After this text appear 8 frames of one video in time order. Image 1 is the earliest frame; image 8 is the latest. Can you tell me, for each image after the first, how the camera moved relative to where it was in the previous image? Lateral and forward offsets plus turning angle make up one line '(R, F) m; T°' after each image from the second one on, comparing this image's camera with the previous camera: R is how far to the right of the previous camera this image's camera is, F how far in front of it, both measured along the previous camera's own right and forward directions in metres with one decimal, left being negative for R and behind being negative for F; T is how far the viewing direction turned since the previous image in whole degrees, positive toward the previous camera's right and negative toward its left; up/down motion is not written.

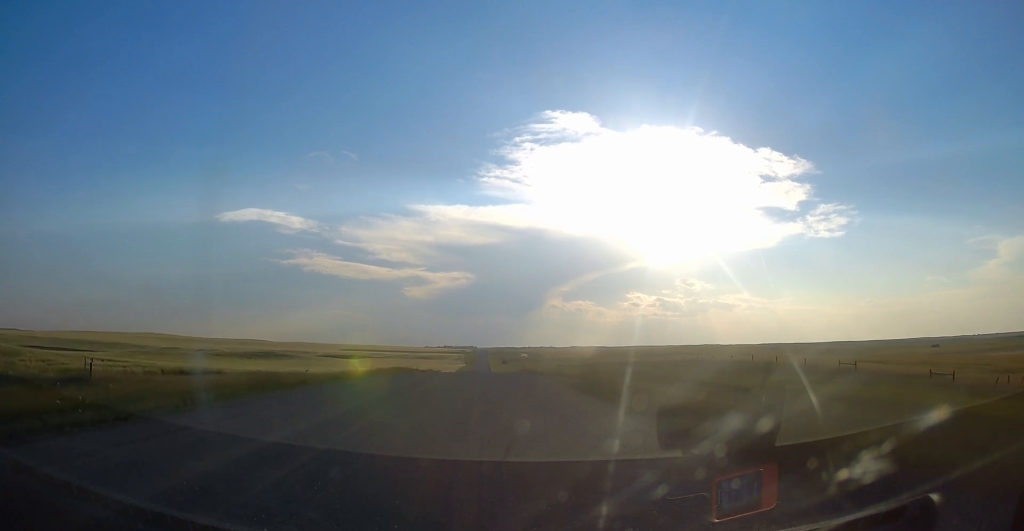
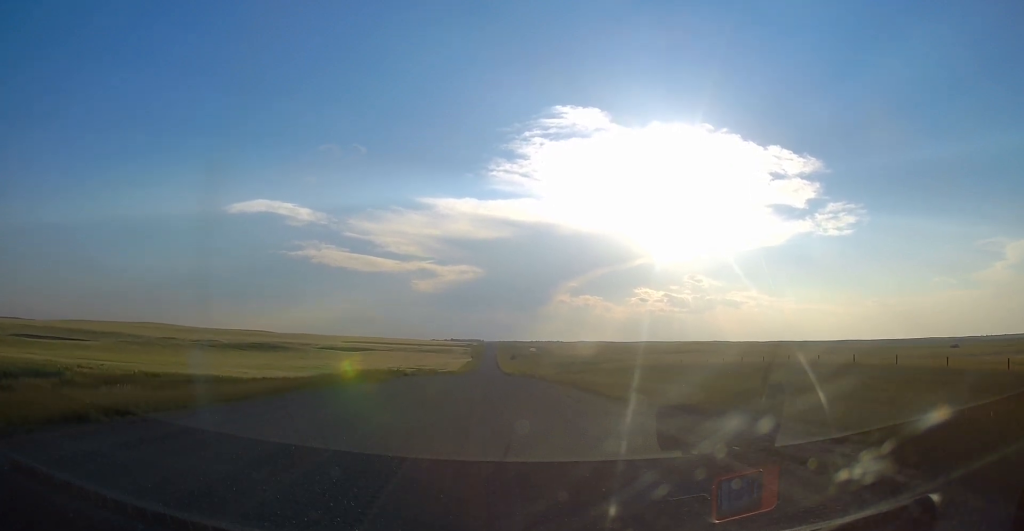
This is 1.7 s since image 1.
(0.0, +24.8) m; 0°
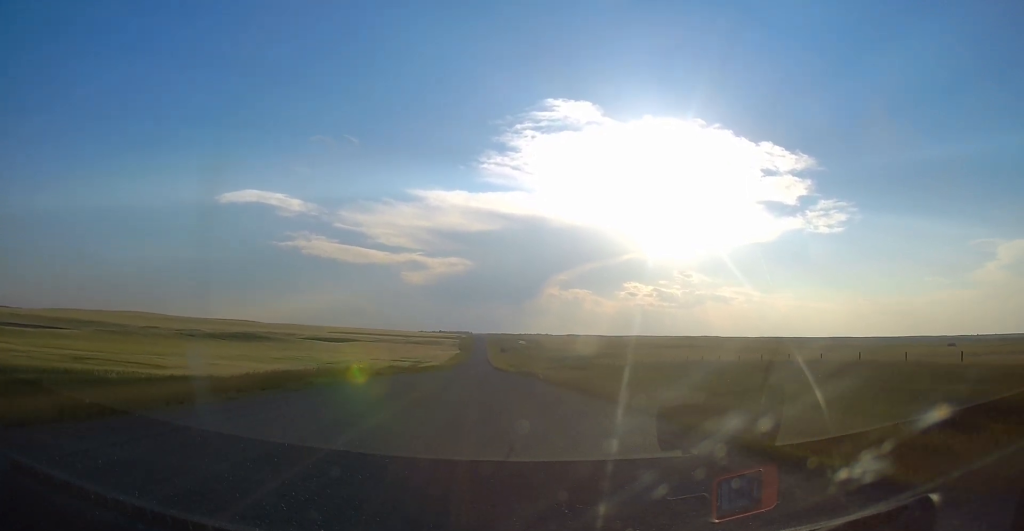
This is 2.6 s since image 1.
(0.0, +14.5) m; 0°
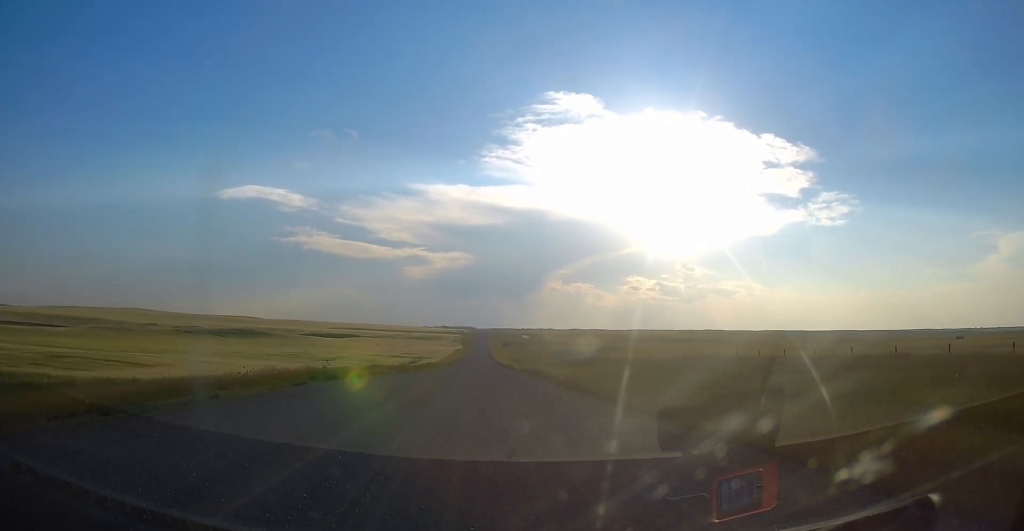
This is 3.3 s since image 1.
(0.0, +10.5) m; +1°
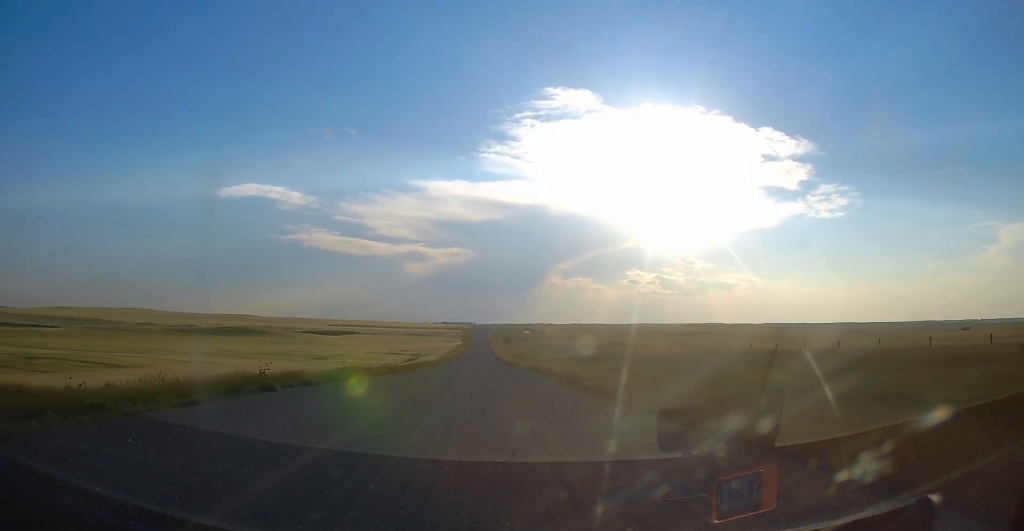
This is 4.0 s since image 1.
(+0.1, +10.1) m; 0°
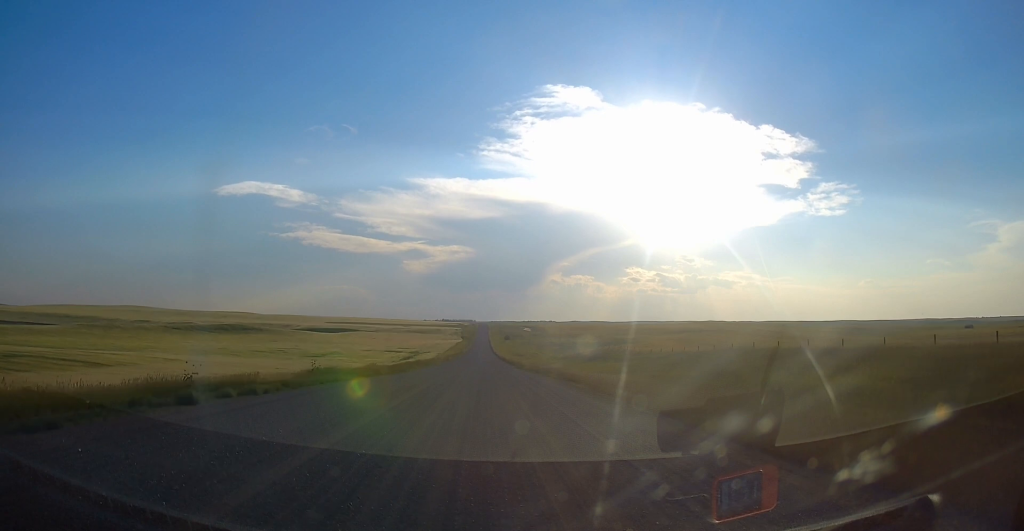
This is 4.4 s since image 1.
(+0.2, +6.6) m; 0°
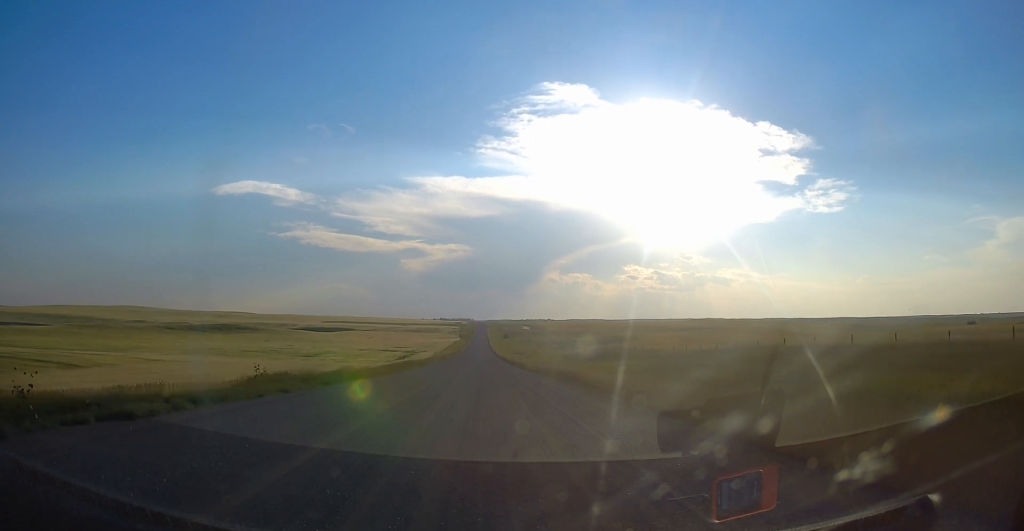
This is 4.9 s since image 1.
(-0.1, +7.6) m; -1°
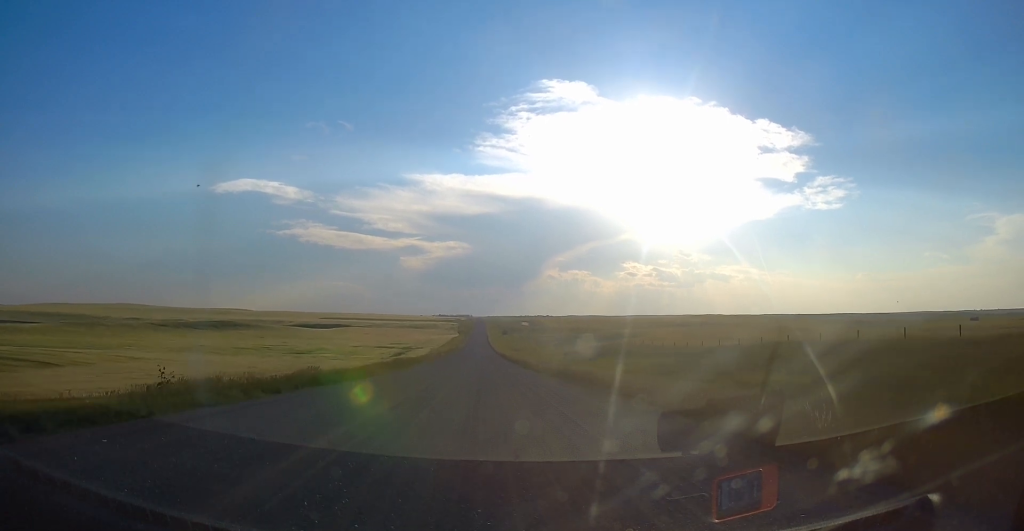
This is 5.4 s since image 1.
(-0.1, +7.1) m; -1°
